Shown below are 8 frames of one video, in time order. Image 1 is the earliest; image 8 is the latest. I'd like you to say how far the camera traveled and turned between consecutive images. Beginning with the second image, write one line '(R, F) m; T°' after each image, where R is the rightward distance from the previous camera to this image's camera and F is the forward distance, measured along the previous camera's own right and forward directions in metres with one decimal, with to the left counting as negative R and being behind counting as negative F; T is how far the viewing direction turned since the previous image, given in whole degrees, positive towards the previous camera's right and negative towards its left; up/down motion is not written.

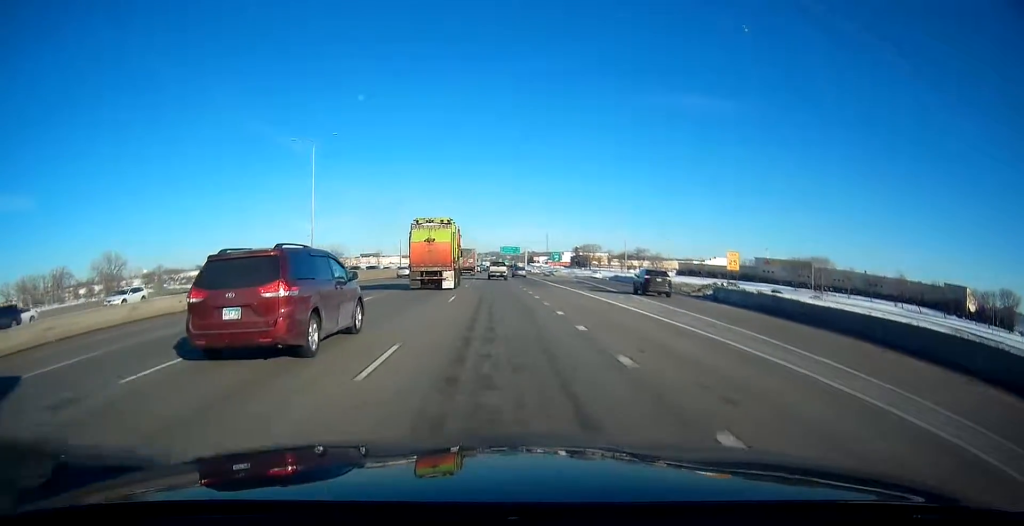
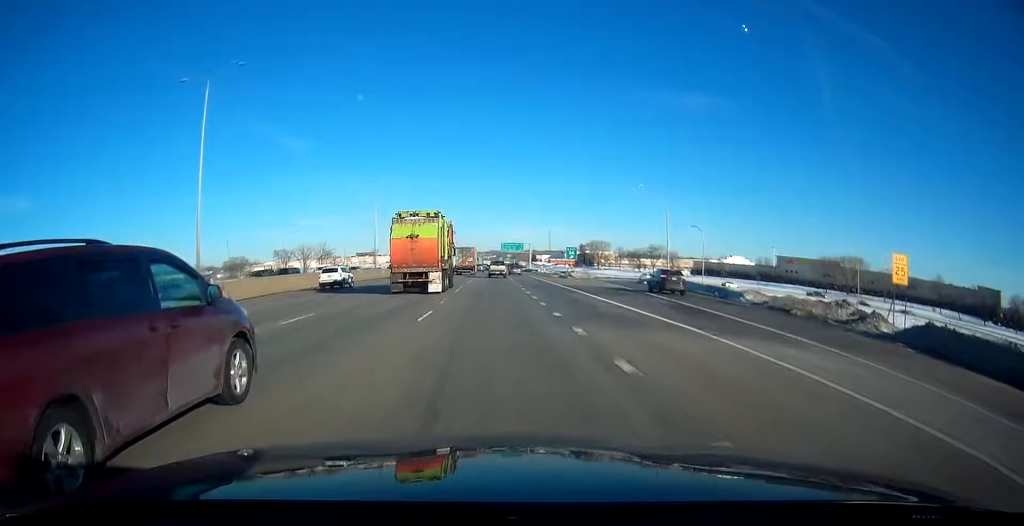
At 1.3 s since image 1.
(-0.1, +22.9) m; 0°
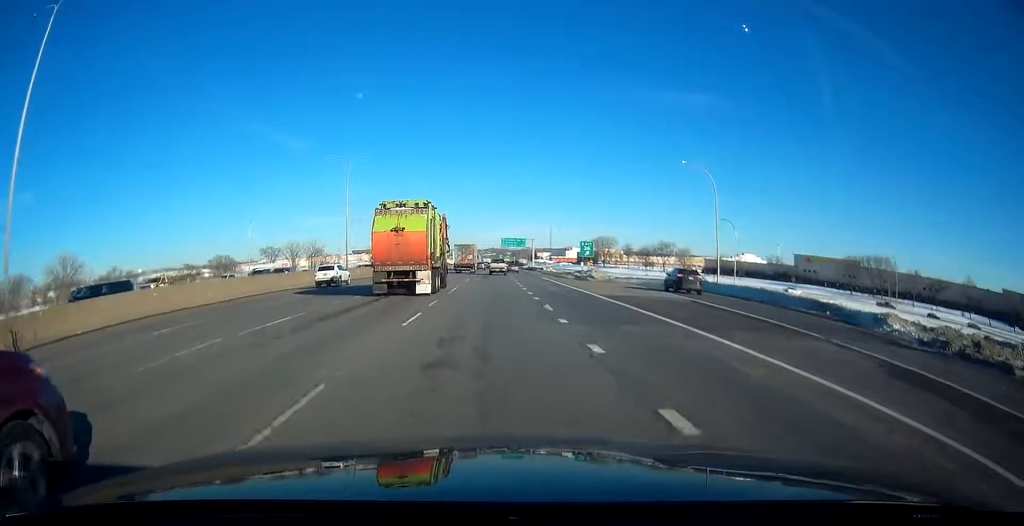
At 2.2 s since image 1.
(0.0, +16.5) m; 0°
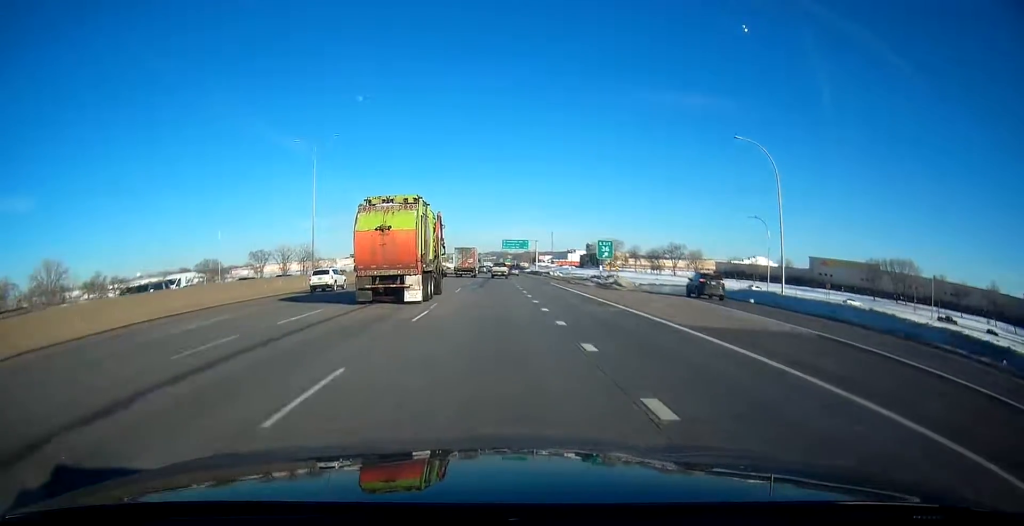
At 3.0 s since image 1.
(0.0, +13.1) m; 0°
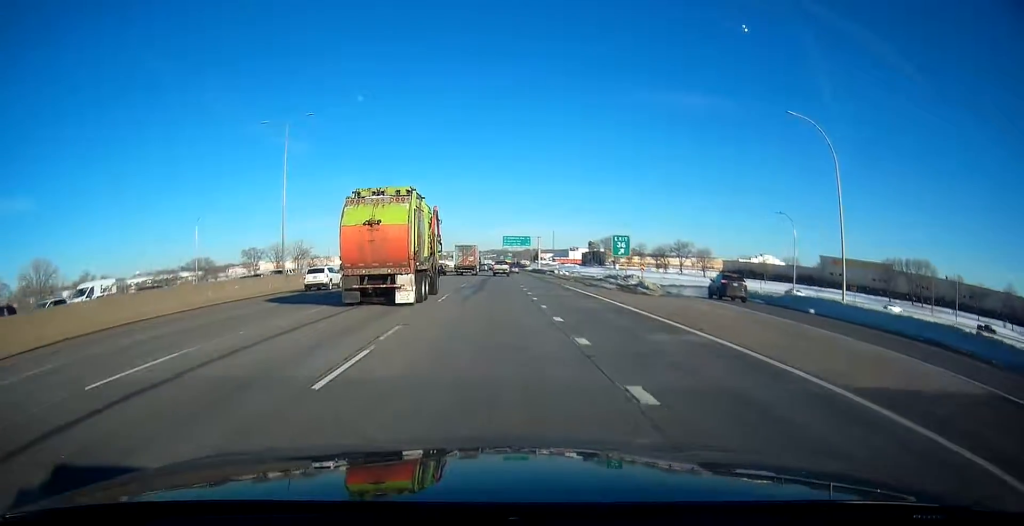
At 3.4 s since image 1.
(0.0, +8.3) m; 0°
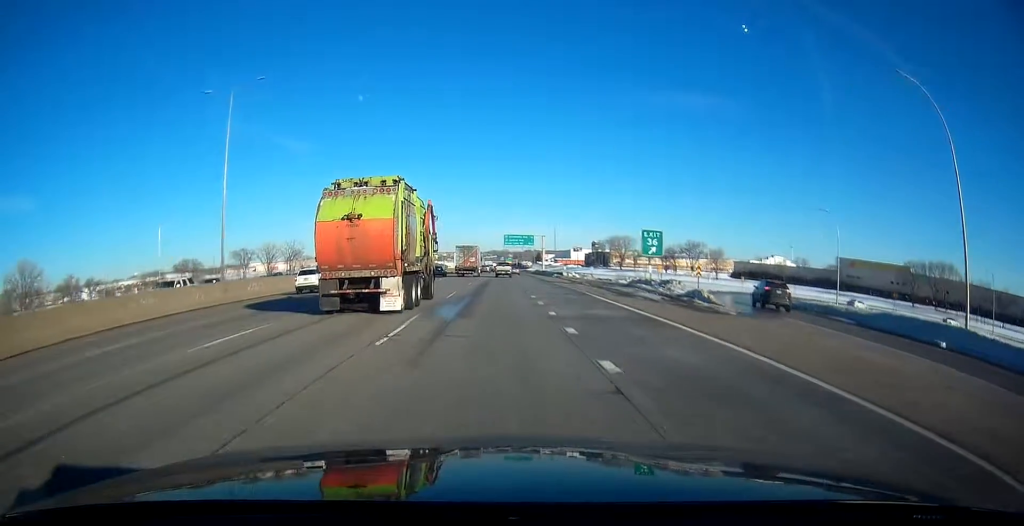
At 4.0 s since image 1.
(0.0, +11.3) m; 0°
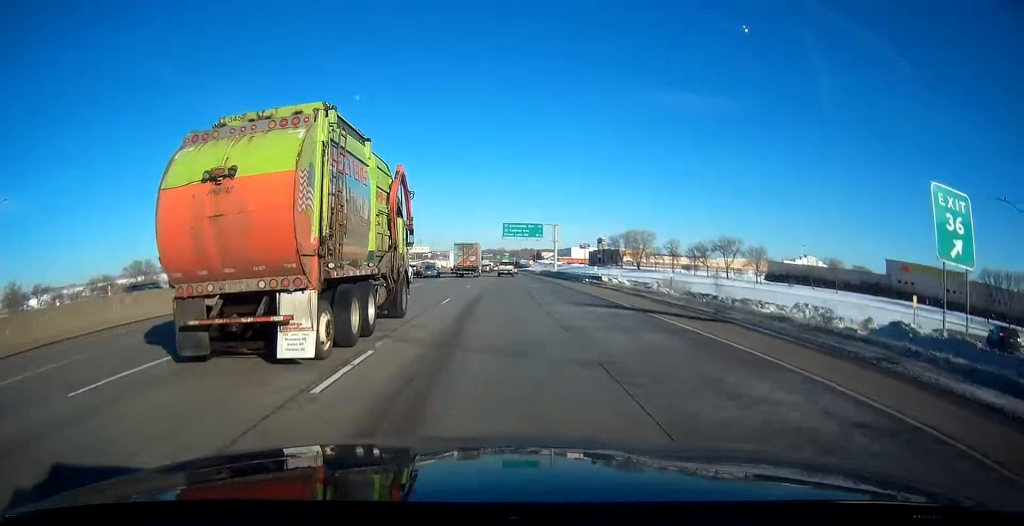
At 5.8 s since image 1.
(0.0, +34.3) m; 0°
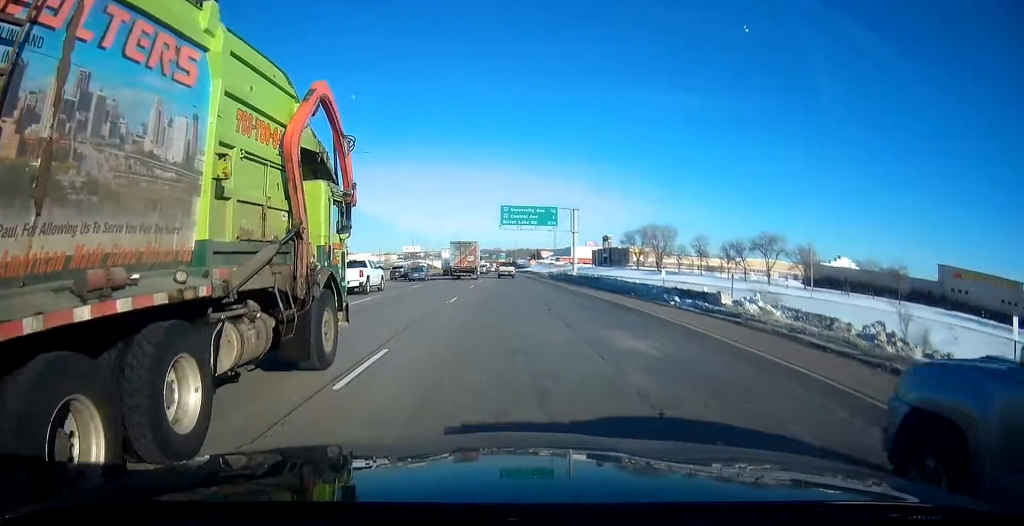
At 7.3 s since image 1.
(-0.1, +29.4) m; +1°
